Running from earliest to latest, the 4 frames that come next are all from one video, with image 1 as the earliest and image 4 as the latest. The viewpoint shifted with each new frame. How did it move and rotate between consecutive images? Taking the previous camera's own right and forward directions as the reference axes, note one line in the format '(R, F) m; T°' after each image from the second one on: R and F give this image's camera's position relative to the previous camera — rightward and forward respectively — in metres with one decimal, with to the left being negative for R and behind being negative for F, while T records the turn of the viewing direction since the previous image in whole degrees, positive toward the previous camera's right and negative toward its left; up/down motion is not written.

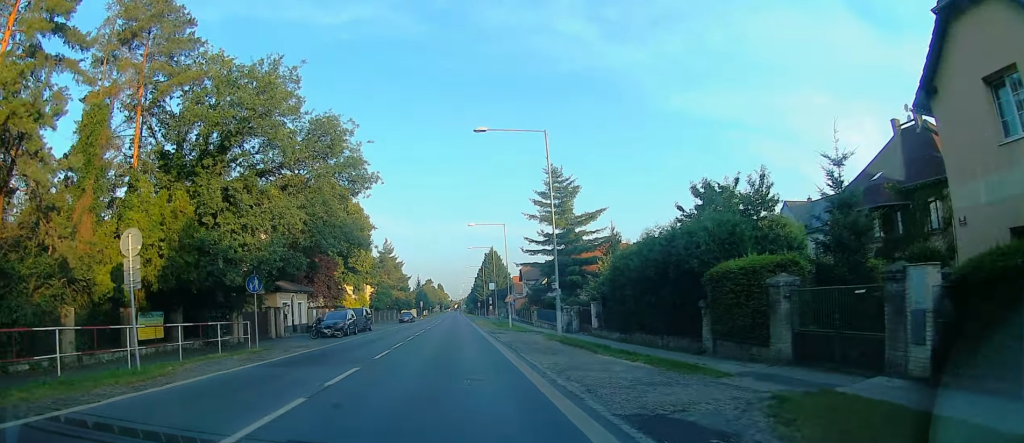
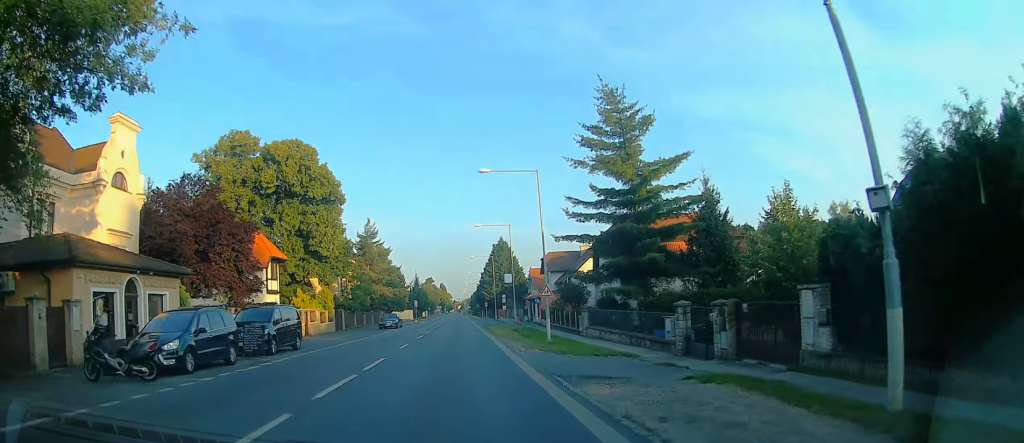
(-0.3, +21.9) m; +2°
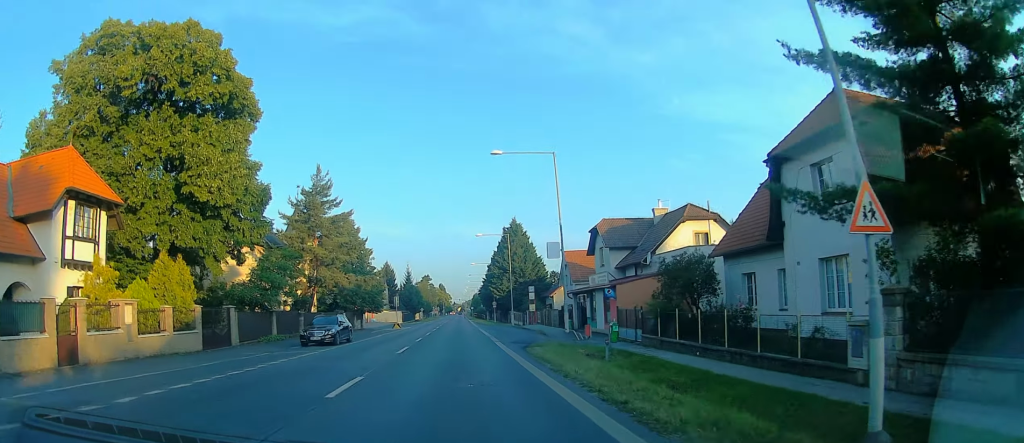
(+1.2, +27.5) m; -1°
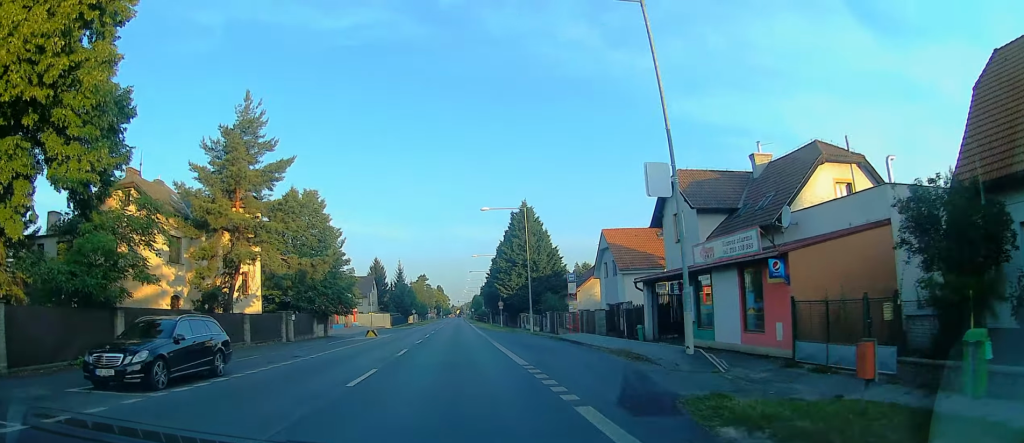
(-0.7, +16.7) m; -3°
